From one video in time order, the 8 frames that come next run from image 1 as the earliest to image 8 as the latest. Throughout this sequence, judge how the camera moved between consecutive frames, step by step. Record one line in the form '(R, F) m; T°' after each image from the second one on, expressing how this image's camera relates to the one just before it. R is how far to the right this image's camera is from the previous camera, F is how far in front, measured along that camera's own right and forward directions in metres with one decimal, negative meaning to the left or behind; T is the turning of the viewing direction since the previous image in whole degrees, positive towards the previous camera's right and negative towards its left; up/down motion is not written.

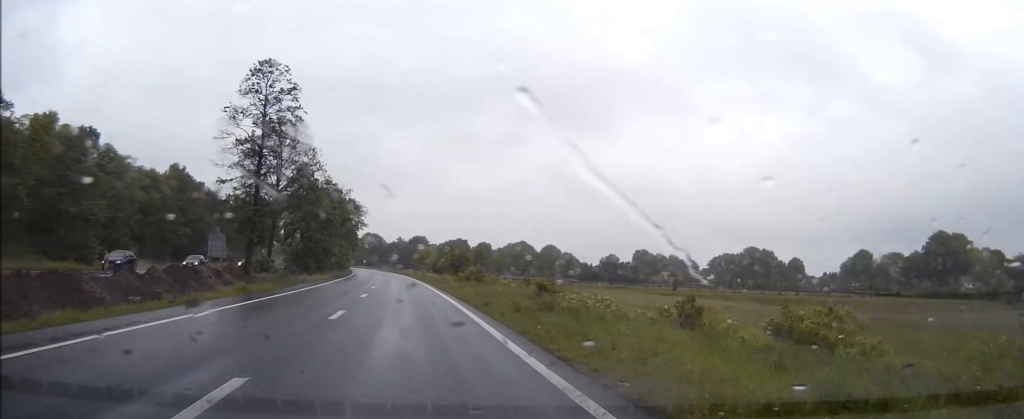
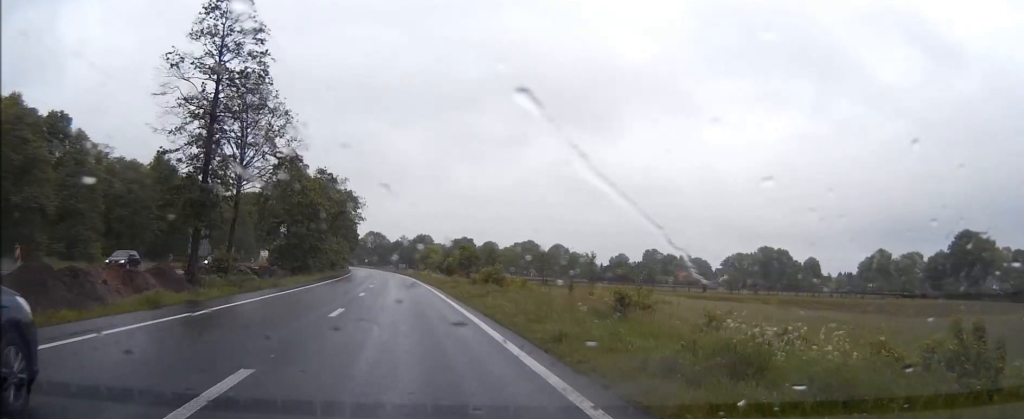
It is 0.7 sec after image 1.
(0.0, +11.0) m; 0°
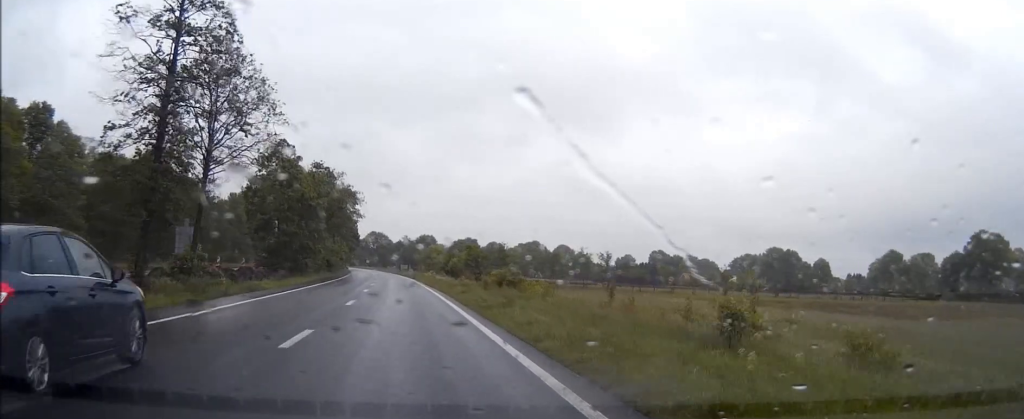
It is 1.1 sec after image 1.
(0.0, +6.3) m; 0°
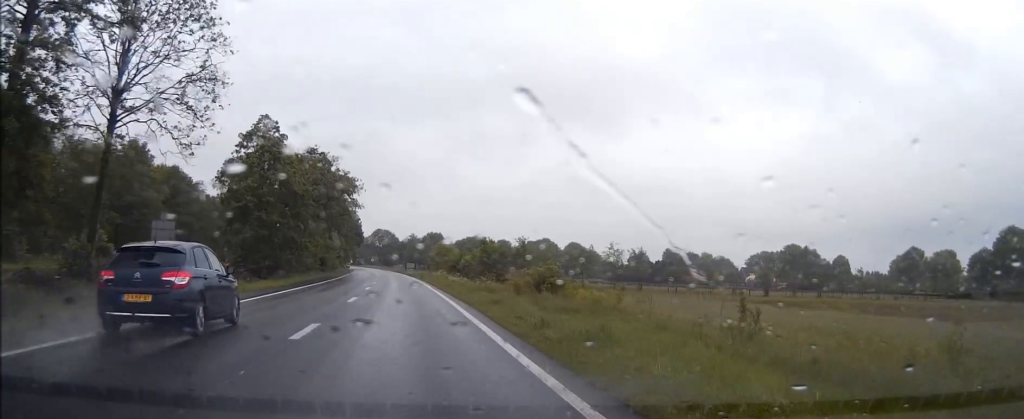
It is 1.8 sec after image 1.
(0.0, +10.4) m; -1°
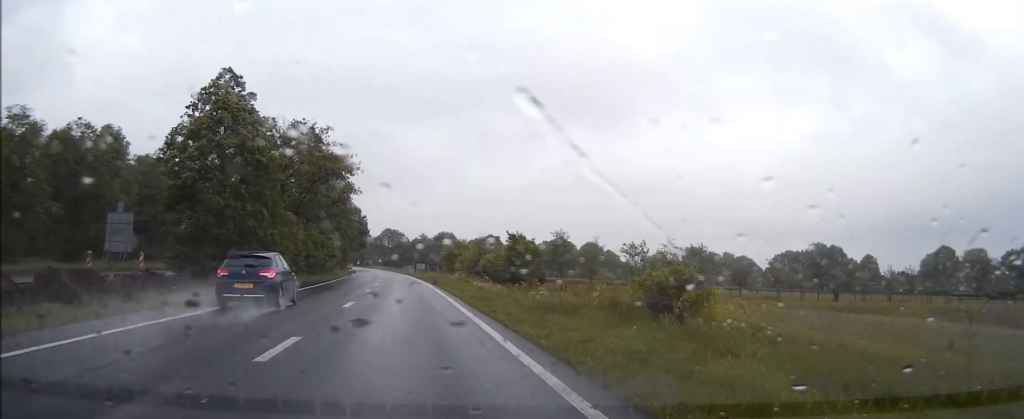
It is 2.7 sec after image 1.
(-0.1, +14.1) m; -1°
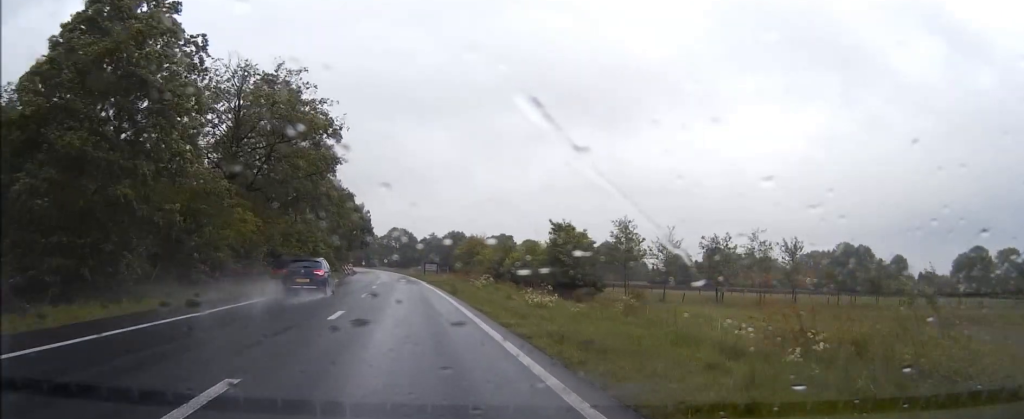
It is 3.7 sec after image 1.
(-0.2, +15.8) m; -1°
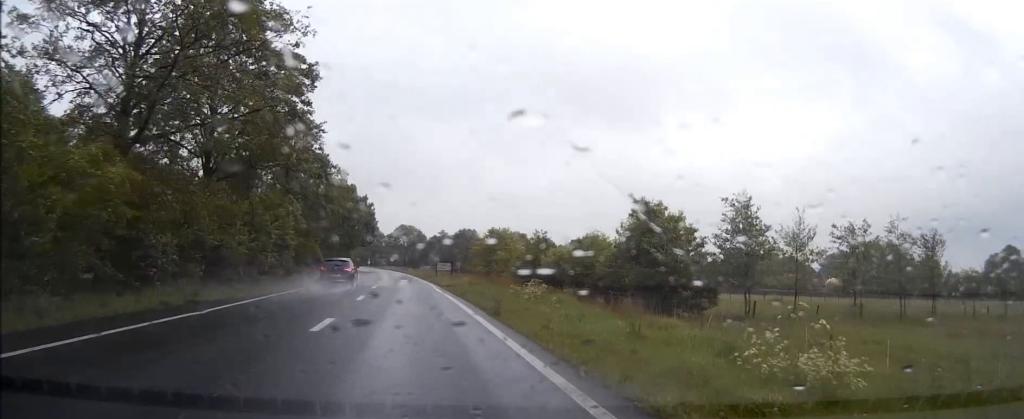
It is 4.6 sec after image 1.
(-0.1, +15.0) m; -1°
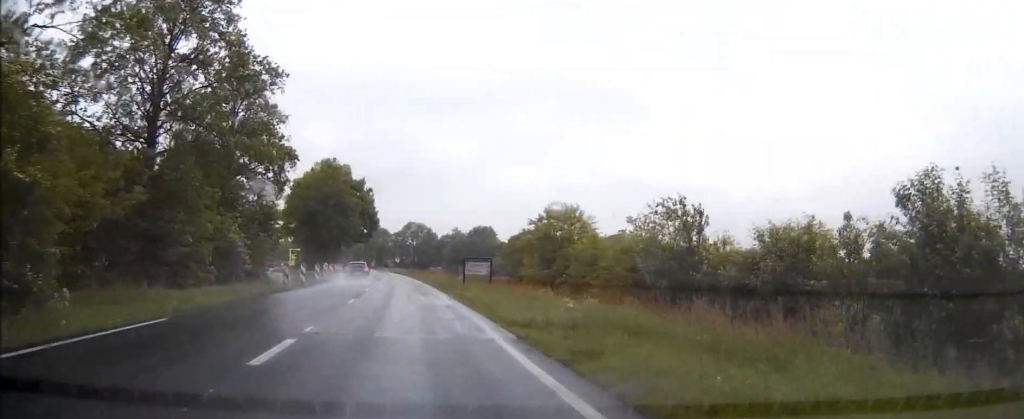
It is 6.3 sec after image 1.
(-0.1, +28.0) m; 0°
